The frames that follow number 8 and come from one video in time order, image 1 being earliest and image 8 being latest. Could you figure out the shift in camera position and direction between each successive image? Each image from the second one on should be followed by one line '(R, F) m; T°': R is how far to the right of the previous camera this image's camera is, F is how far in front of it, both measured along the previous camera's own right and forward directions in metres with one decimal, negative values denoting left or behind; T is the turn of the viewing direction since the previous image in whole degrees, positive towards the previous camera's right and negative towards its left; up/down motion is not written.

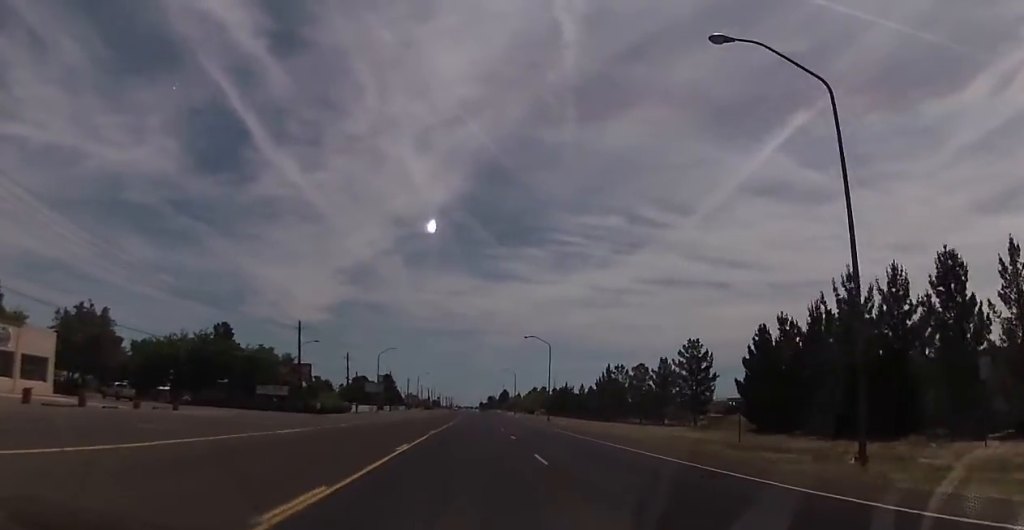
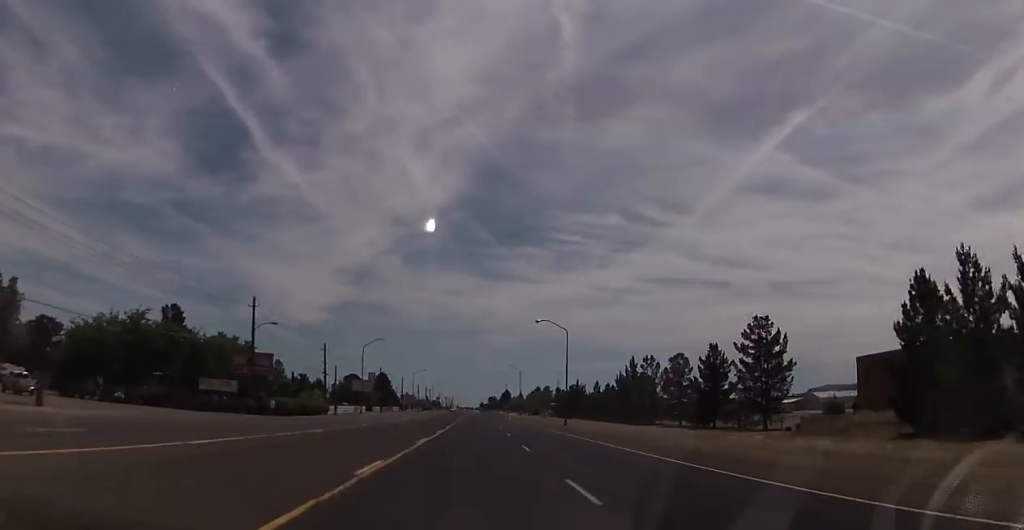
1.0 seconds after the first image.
(0.0, +19.2) m; 0°
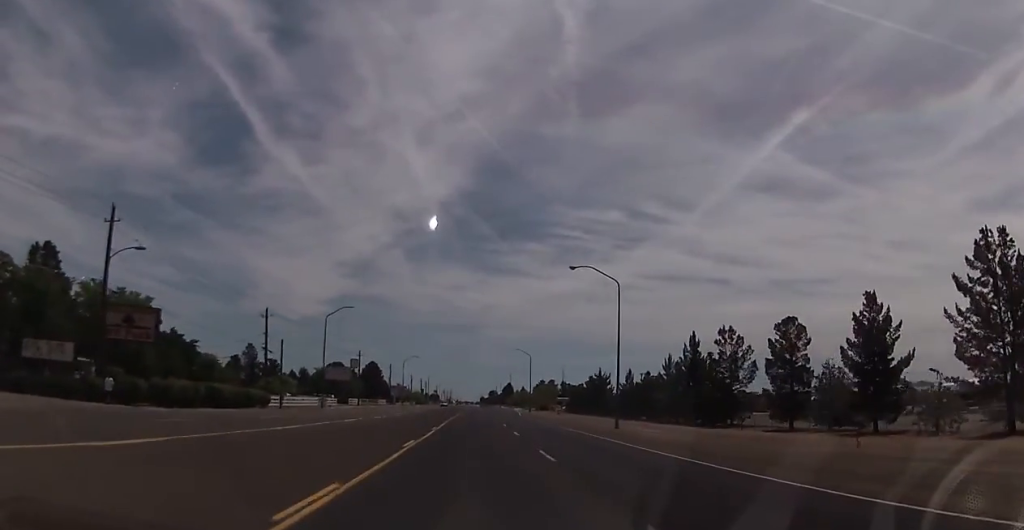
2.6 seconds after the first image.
(0.0, +30.1) m; 0°
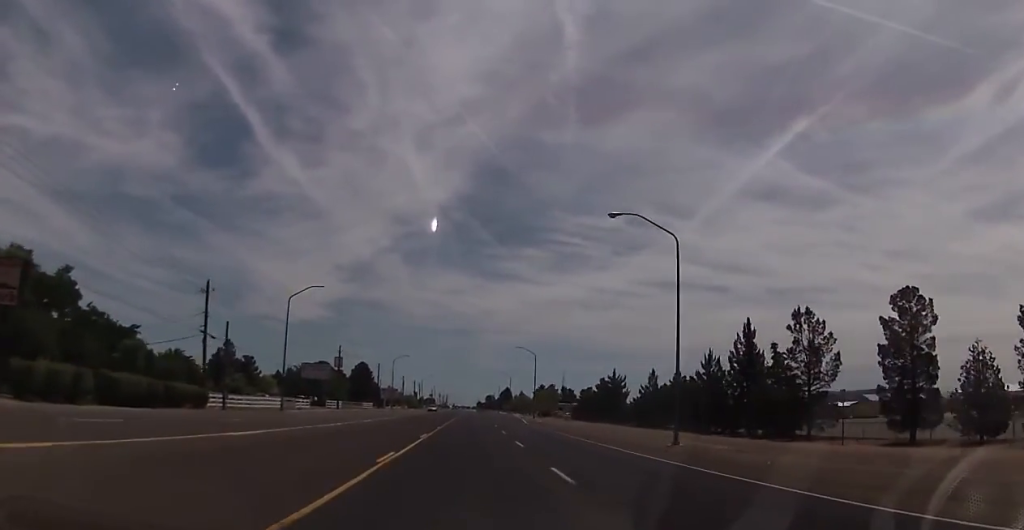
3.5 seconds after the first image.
(0.0, +16.6) m; 0°
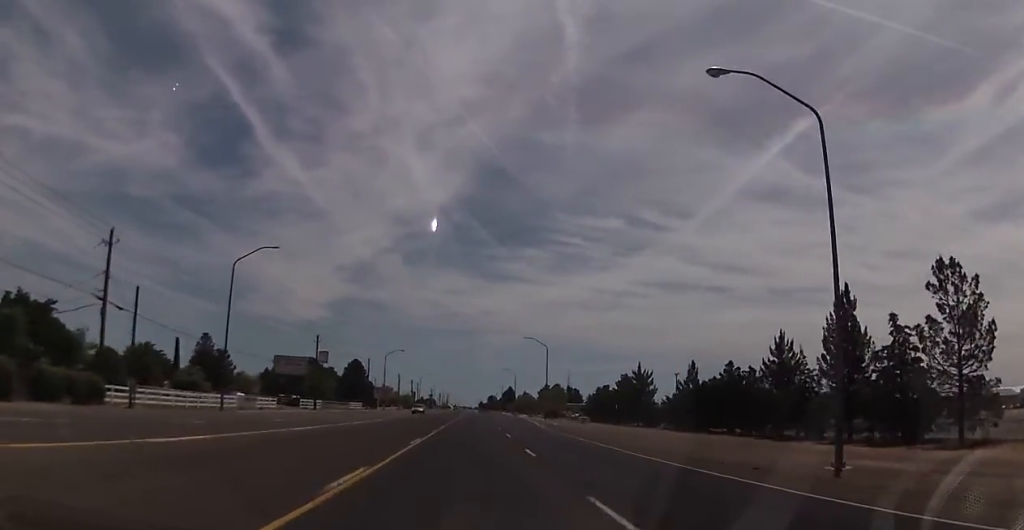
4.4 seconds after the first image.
(0.0, +17.1) m; 0°
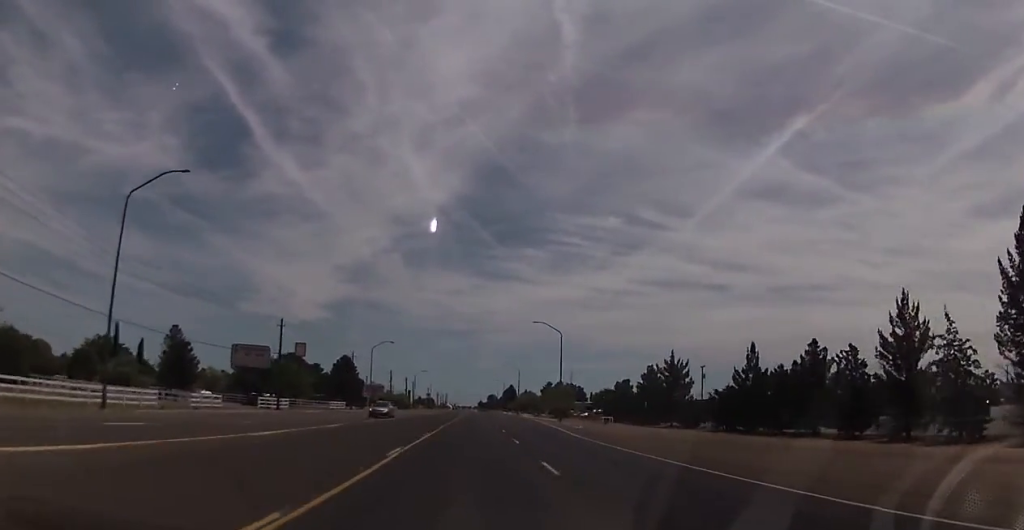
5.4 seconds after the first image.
(0.0, +17.8) m; 0°
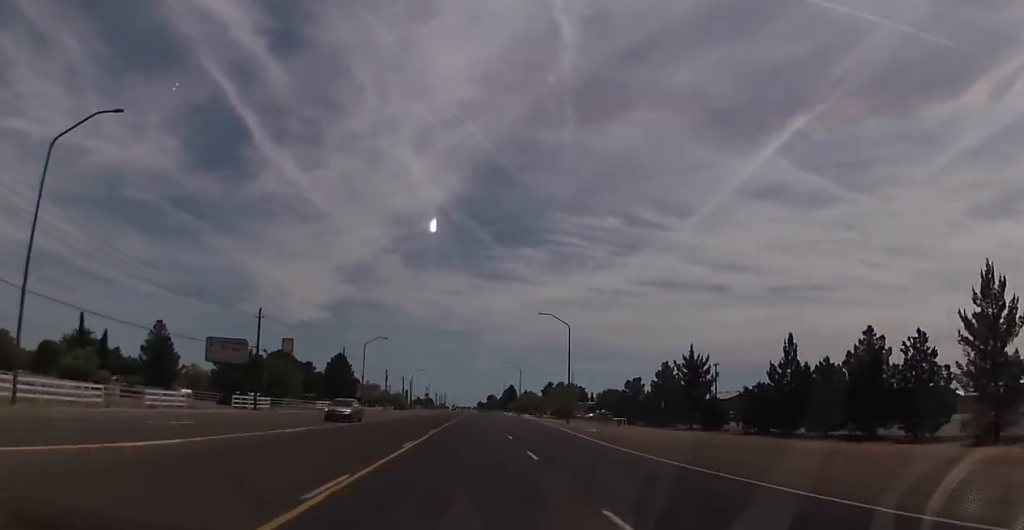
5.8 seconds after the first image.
(0.0, +7.9) m; 0°
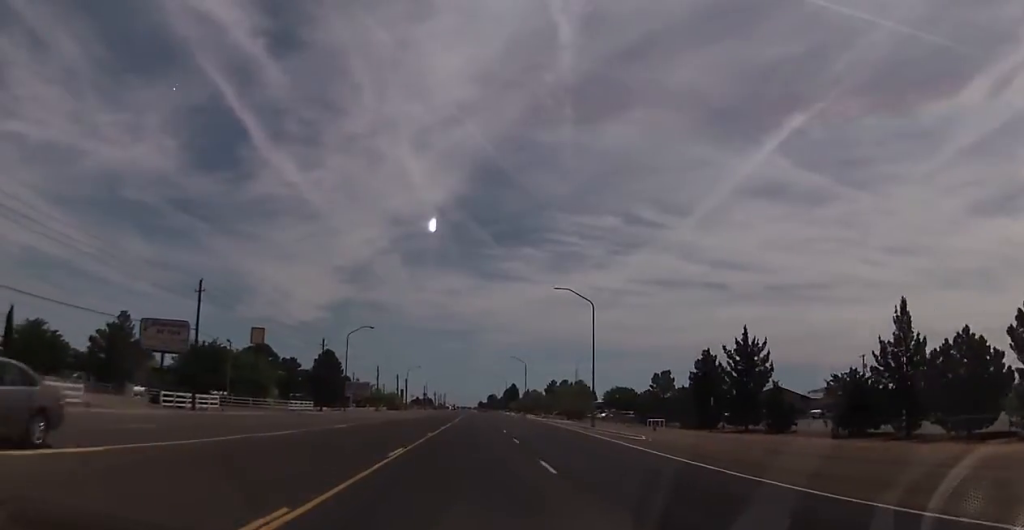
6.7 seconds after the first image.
(0.0, +16.0) m; 0°
